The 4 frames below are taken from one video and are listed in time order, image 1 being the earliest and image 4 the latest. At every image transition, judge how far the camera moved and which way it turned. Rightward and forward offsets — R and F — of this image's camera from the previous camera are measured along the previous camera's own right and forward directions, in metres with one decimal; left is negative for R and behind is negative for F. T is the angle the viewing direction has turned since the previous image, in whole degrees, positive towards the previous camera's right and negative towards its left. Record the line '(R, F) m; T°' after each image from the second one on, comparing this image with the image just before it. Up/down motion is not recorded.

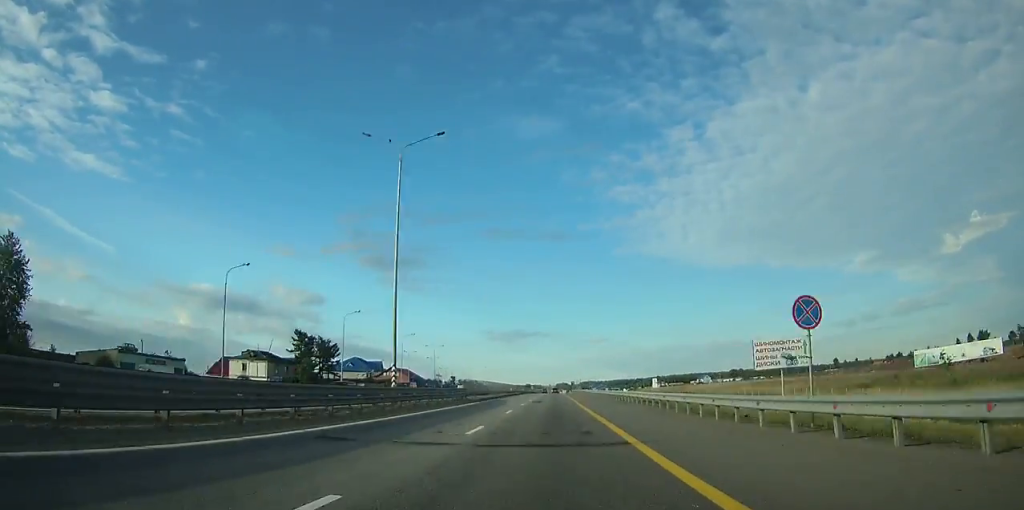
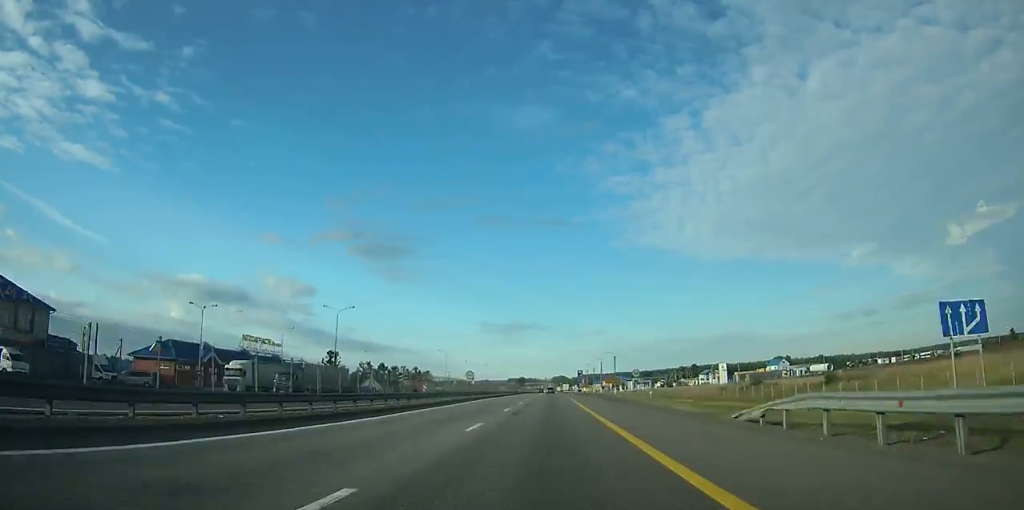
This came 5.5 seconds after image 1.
(+0.4, +158.8) m; 0°
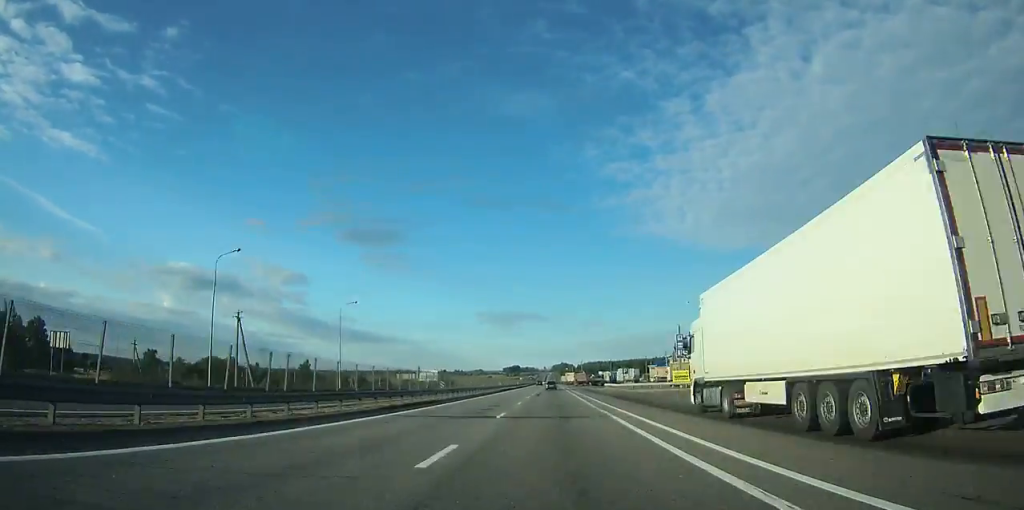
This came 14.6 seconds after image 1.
(0.0, +250.8) m; 0°
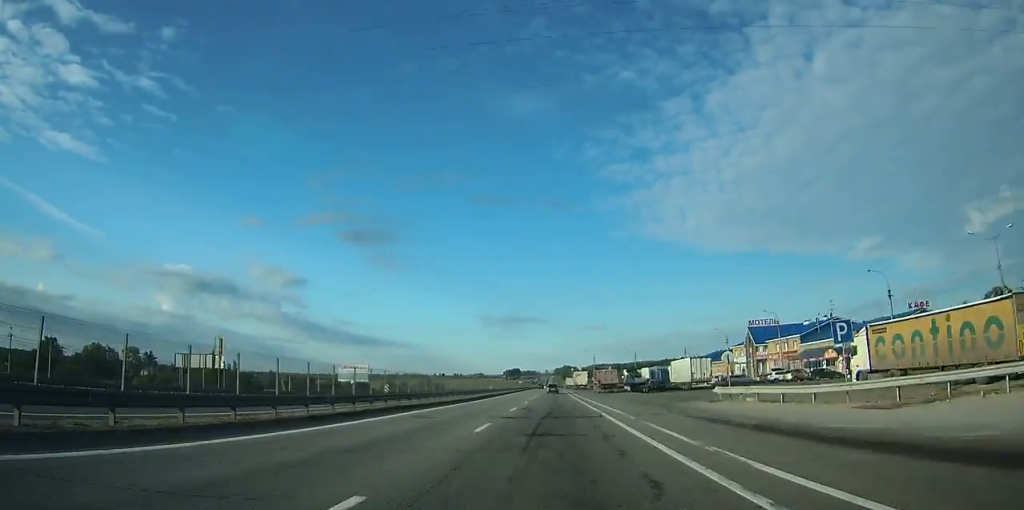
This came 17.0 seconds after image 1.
(+0.1, +63.5) m; 0°
